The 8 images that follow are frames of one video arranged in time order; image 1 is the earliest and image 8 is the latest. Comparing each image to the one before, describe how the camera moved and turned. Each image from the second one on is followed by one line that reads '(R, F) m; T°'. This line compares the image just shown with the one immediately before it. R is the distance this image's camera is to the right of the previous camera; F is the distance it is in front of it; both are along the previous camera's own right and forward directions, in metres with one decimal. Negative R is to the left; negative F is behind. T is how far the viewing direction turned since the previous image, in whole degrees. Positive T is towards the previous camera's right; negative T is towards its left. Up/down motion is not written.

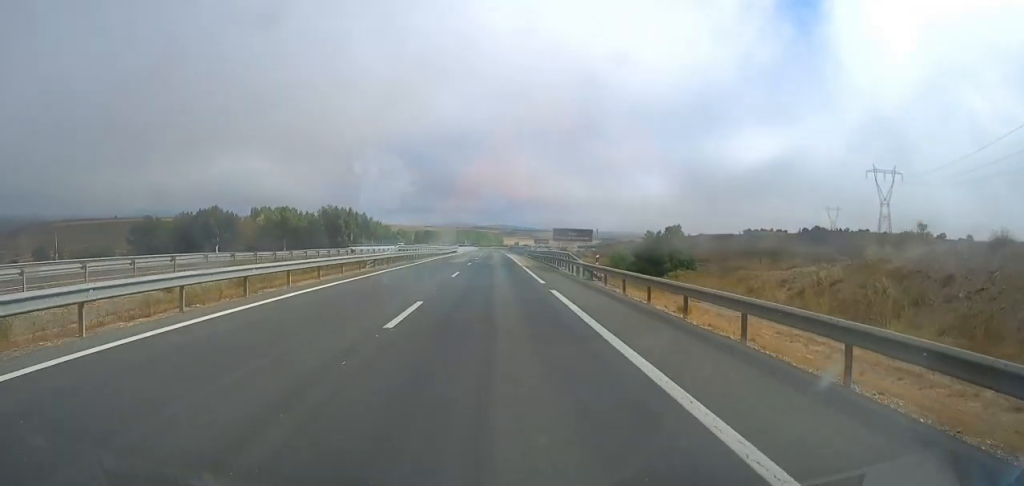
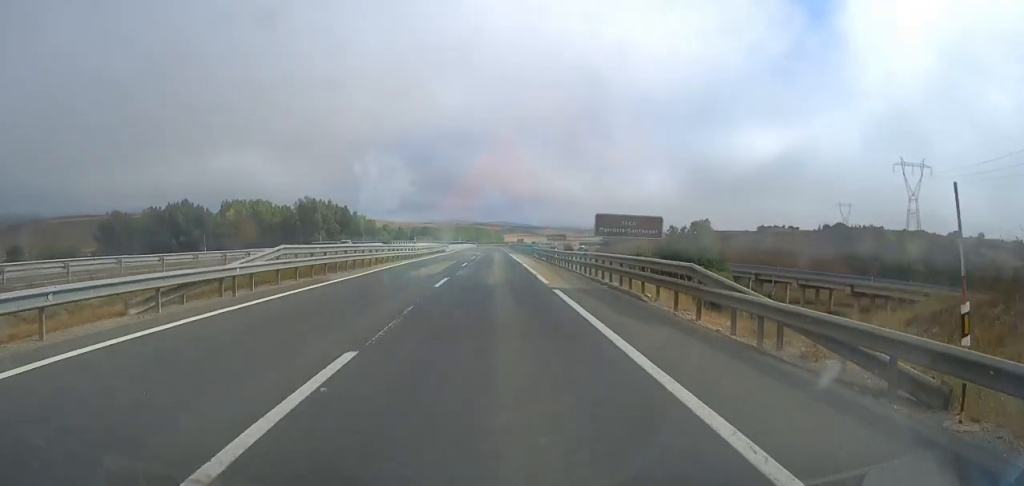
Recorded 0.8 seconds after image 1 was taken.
(+0.1, +25.0) m; 0°
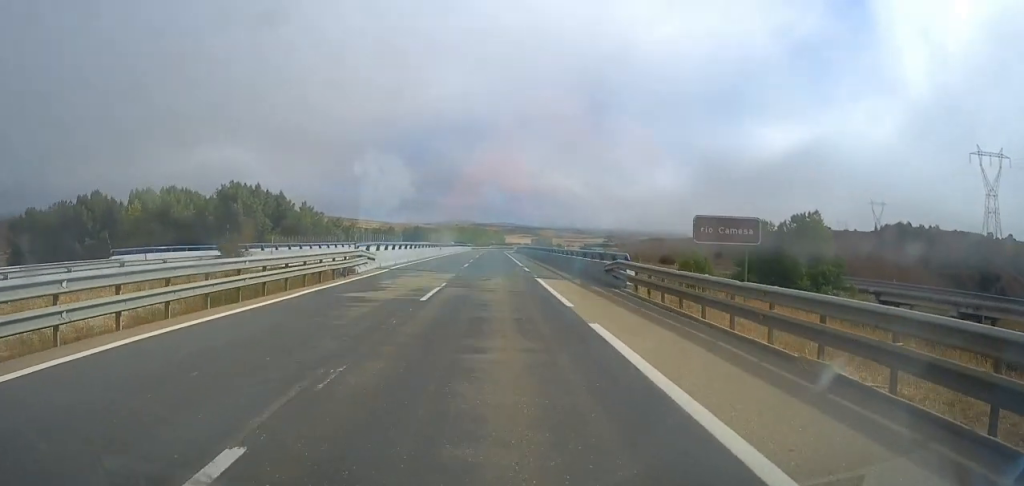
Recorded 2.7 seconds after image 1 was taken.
(-0.1, +55.7) m; 0°
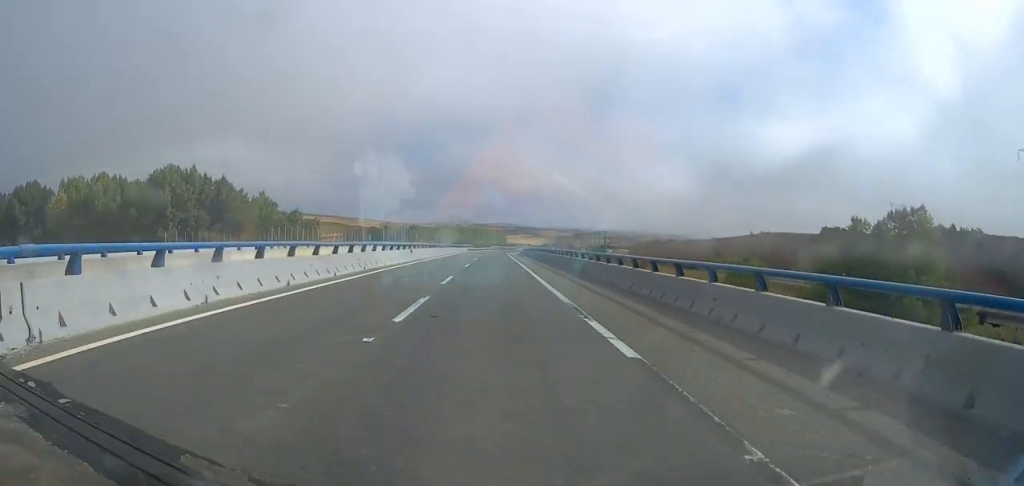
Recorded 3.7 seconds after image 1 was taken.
(0.0, +28.6) m; 0°
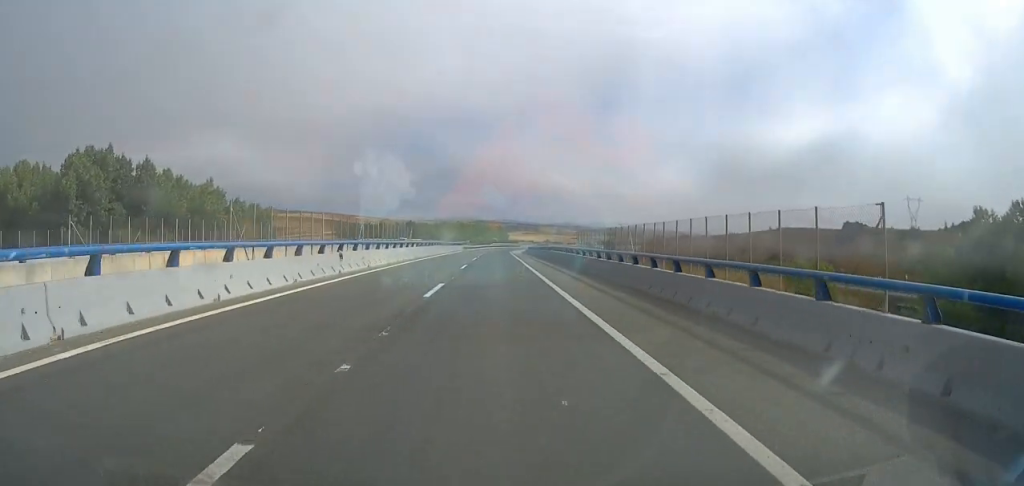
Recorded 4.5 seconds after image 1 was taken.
(-0.1, +23.4) m; 0°
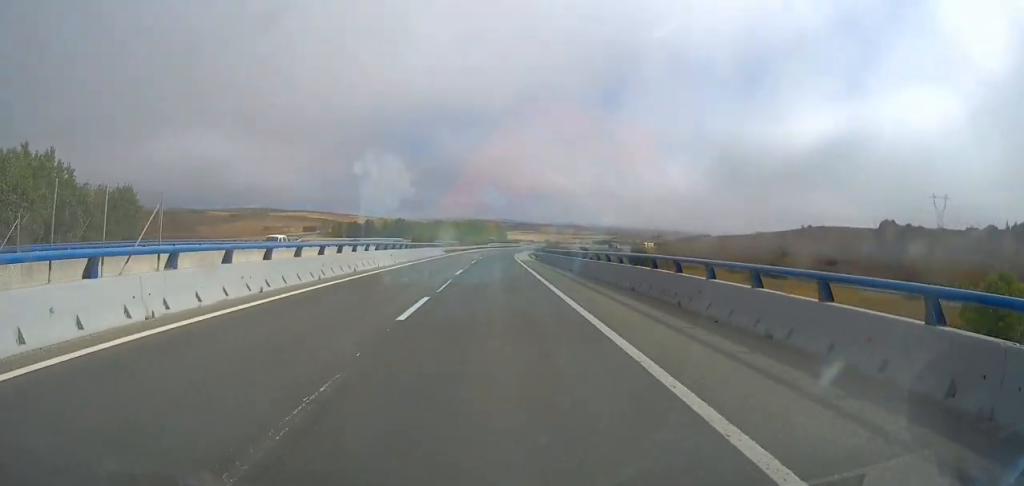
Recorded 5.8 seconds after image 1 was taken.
(0.0, +39.1) m; 0°
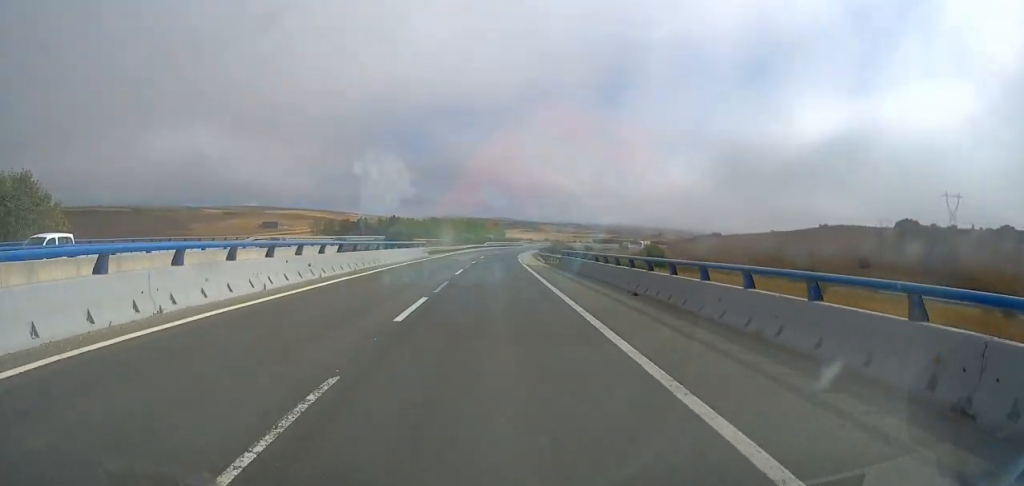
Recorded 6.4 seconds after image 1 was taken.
(+0.1, +17.7) m; 0°
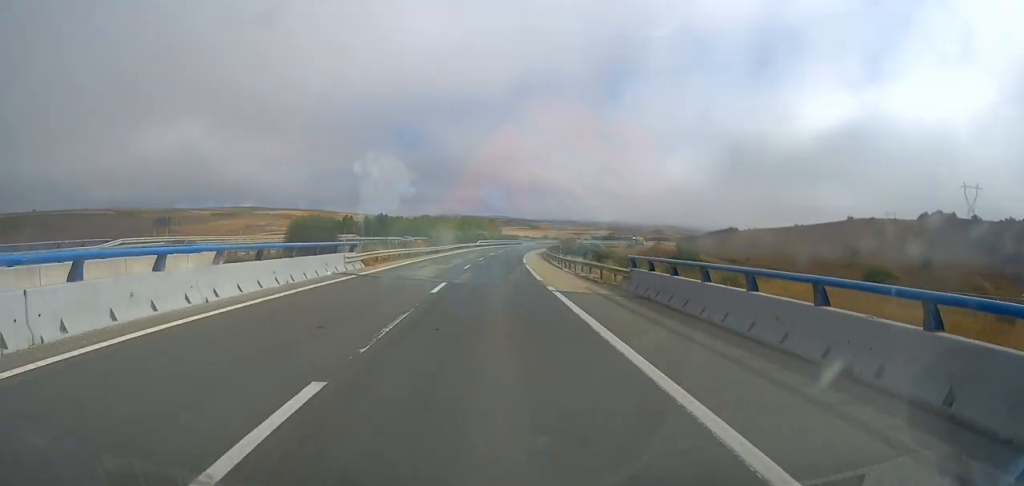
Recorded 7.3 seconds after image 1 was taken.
(+0.1, +27.6) m; 0°
